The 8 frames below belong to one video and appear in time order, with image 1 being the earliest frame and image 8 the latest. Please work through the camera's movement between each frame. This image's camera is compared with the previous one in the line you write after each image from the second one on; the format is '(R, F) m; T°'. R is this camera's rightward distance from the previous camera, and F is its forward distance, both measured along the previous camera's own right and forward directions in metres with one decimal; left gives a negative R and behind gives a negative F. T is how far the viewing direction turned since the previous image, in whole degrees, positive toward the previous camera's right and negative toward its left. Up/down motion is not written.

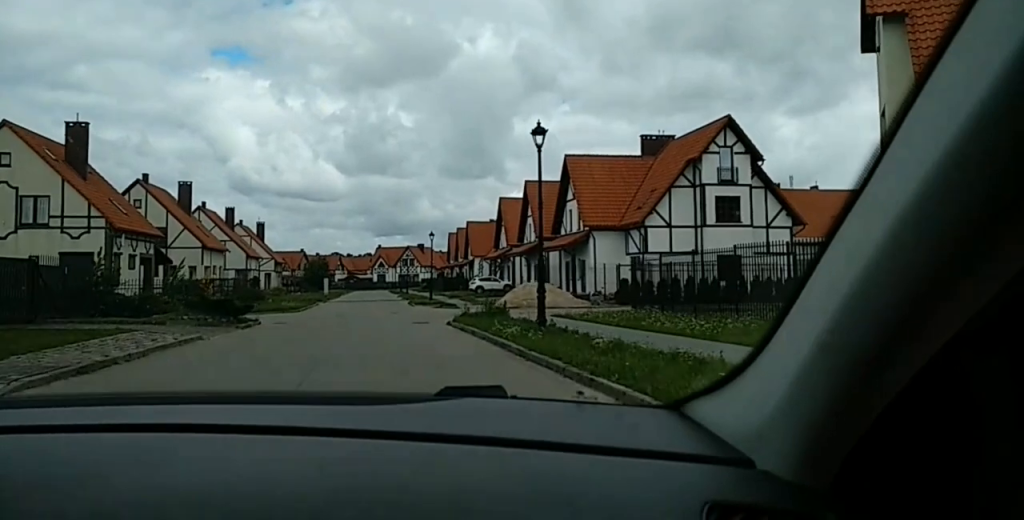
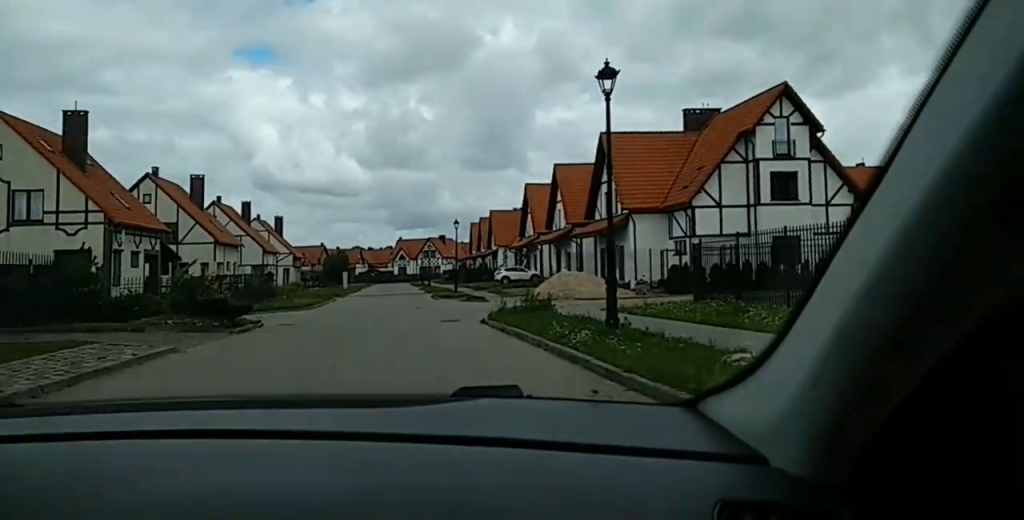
(0.0, +3.9) m; 0°
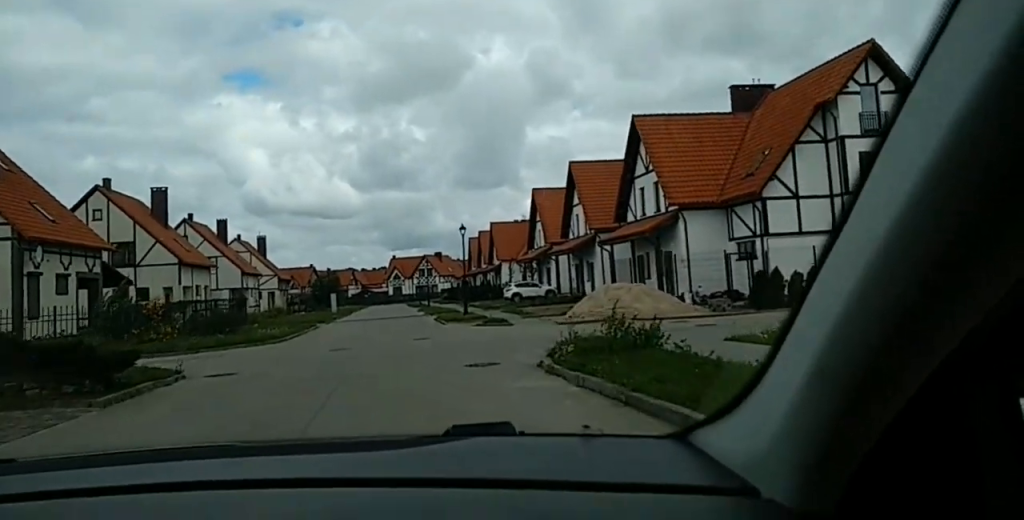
(-0.1, +9.6) m; -1°
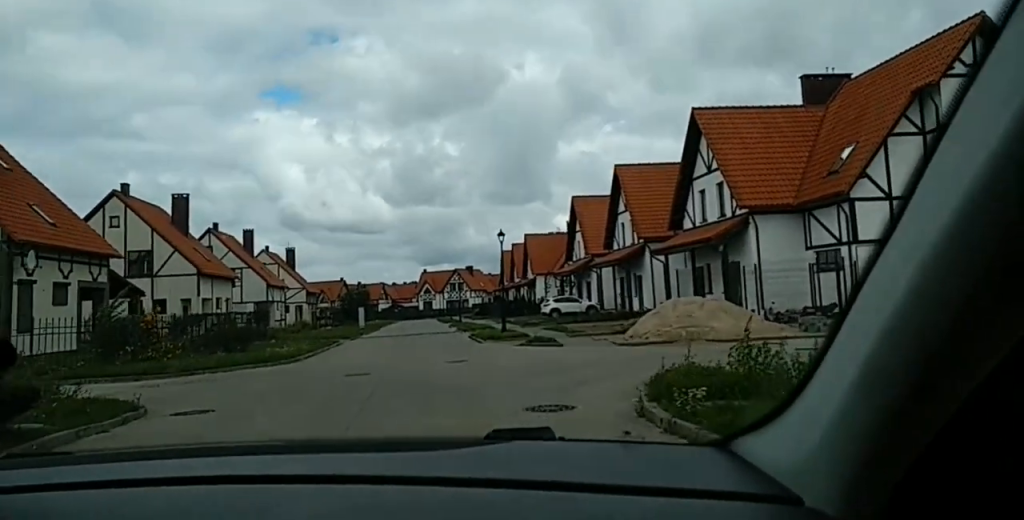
(0.0, +4.5) m; +1°
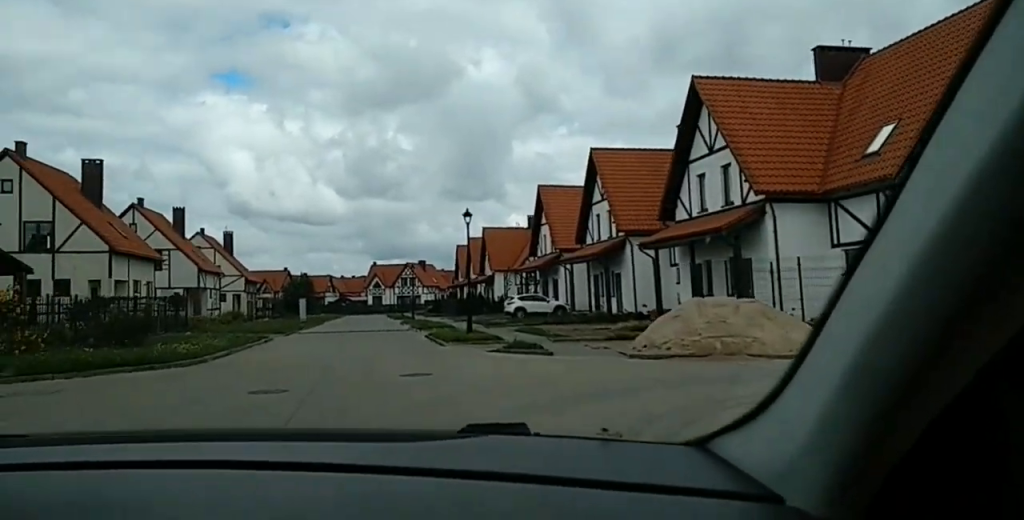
(0.0, +6.6) m; +1°
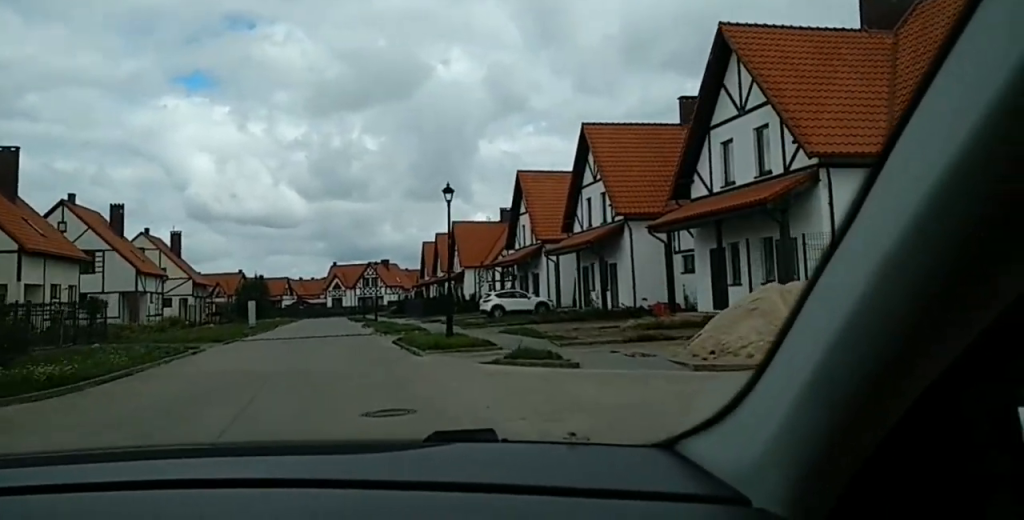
(+0.1, +6.1) m; +1°
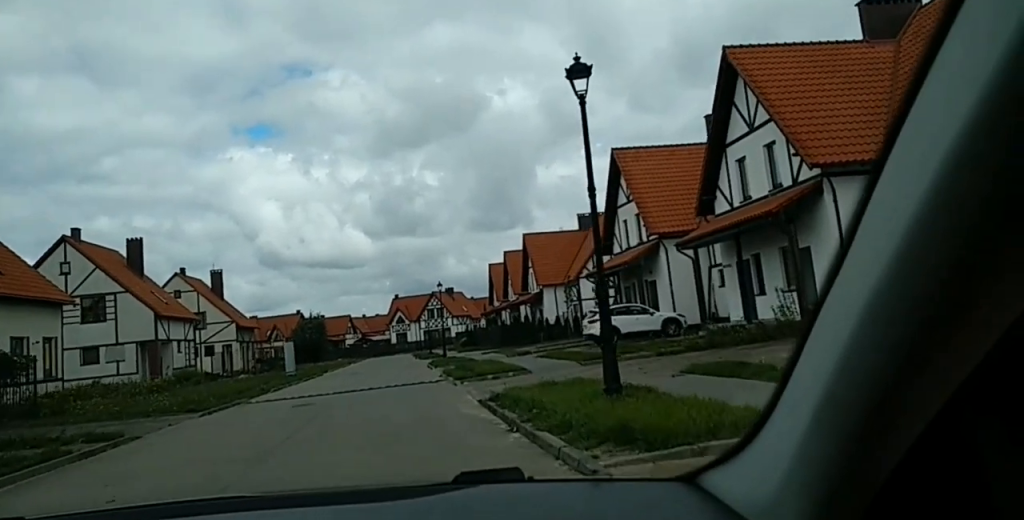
(-0.4, +13.6) m; -3°
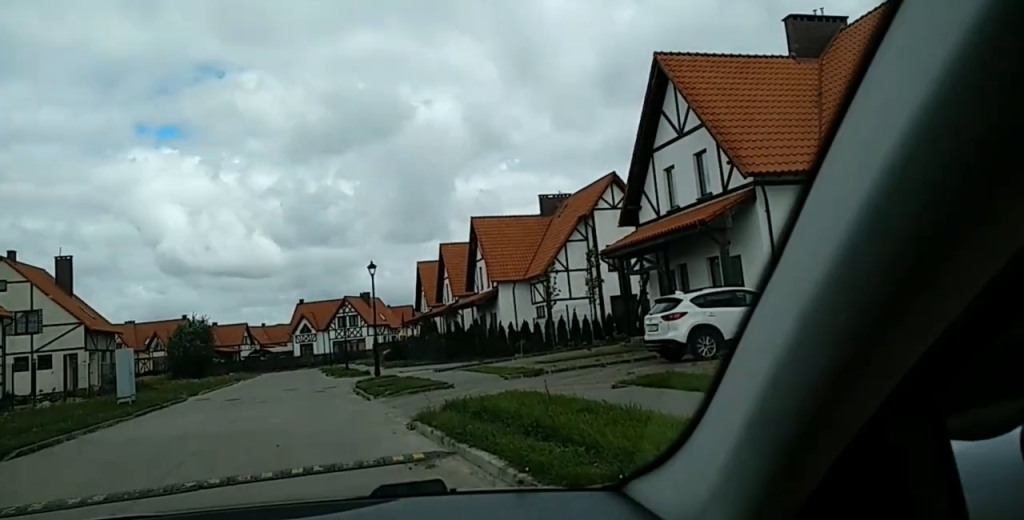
(+0.3, +11.8) m; +5°
